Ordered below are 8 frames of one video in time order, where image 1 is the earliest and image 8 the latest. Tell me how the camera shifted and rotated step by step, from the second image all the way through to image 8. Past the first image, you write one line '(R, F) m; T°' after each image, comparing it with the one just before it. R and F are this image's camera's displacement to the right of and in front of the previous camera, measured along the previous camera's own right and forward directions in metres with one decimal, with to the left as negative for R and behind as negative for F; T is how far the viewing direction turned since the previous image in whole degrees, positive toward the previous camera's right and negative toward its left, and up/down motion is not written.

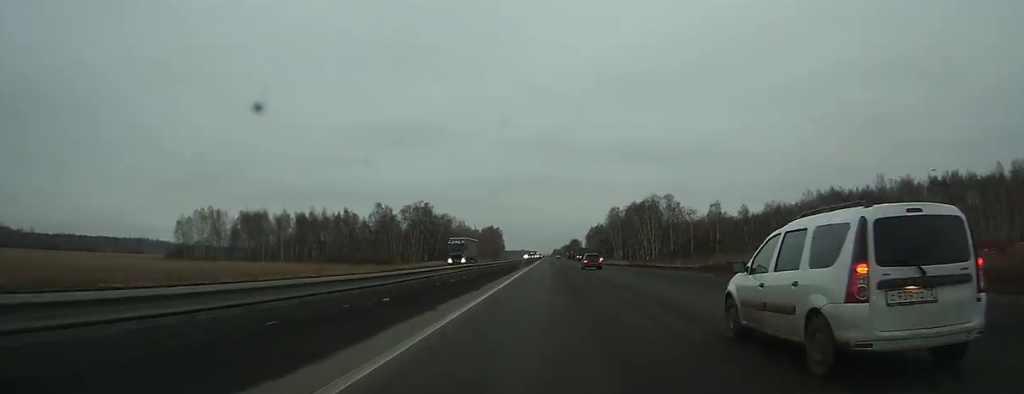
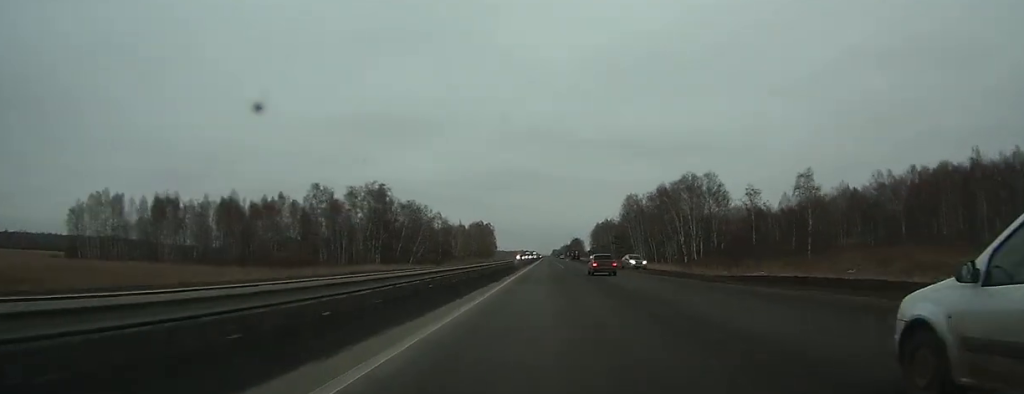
(+0.1, +49.2) m; 0°
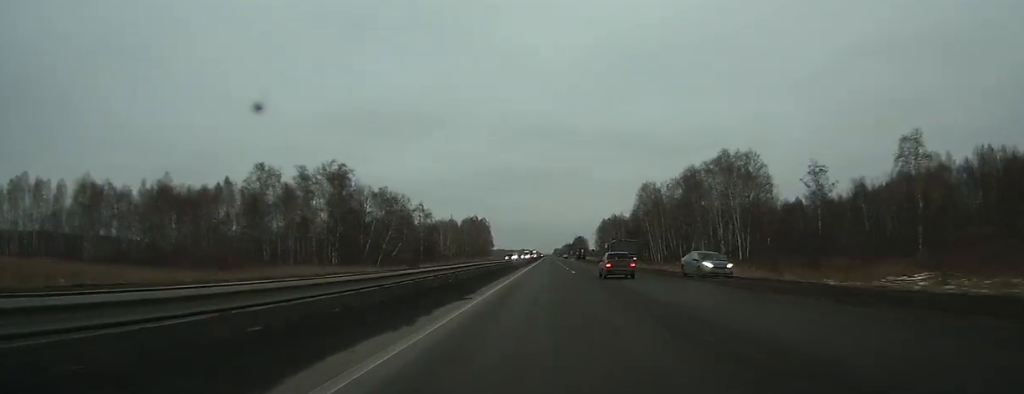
(+0.1, +27.4) m; 0°
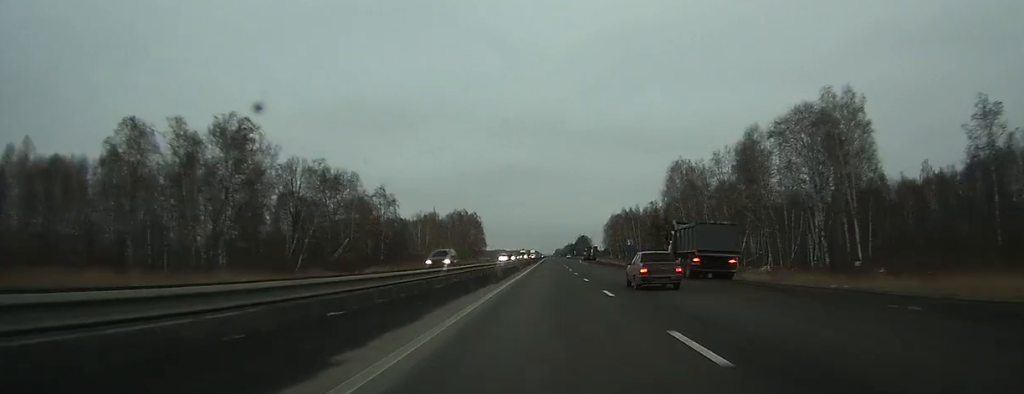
(0.0, +36.8) m; 0°
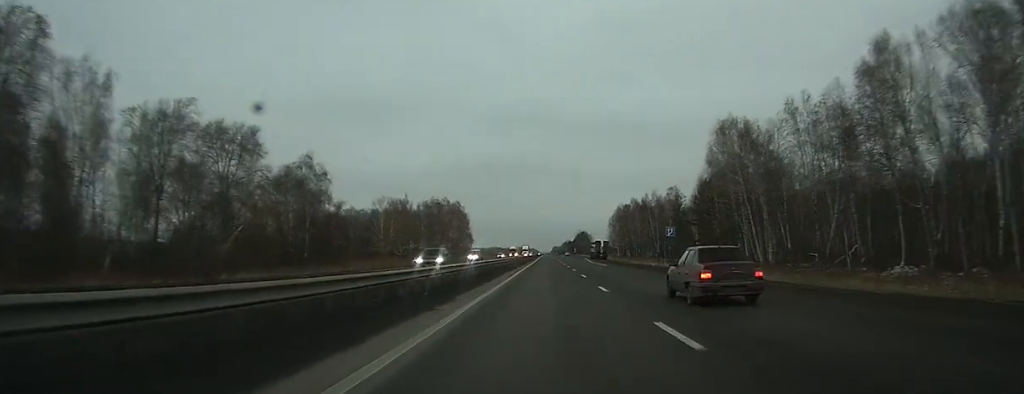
(0.0, +35.1) m; 0°
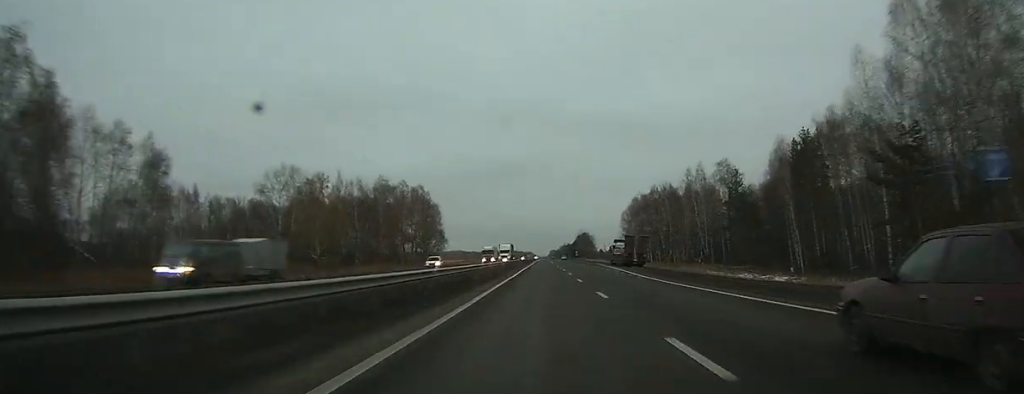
(0.0, +50.2) m; 0°
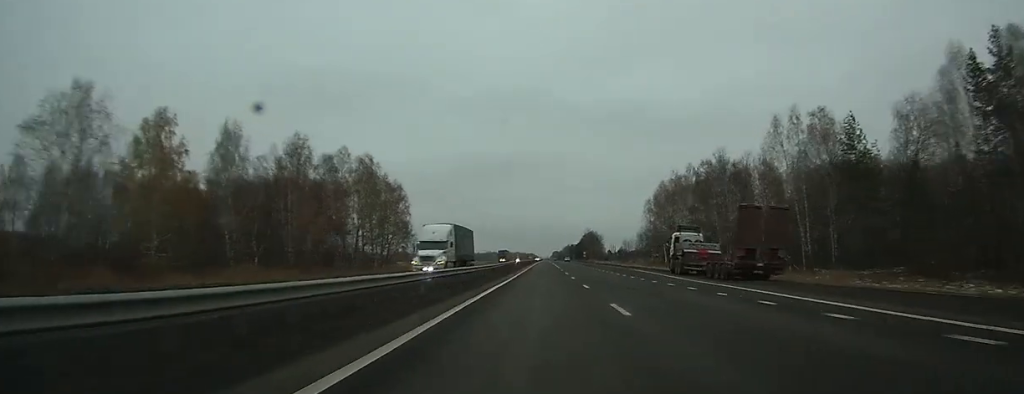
(0.0, +41.3) m; 0°
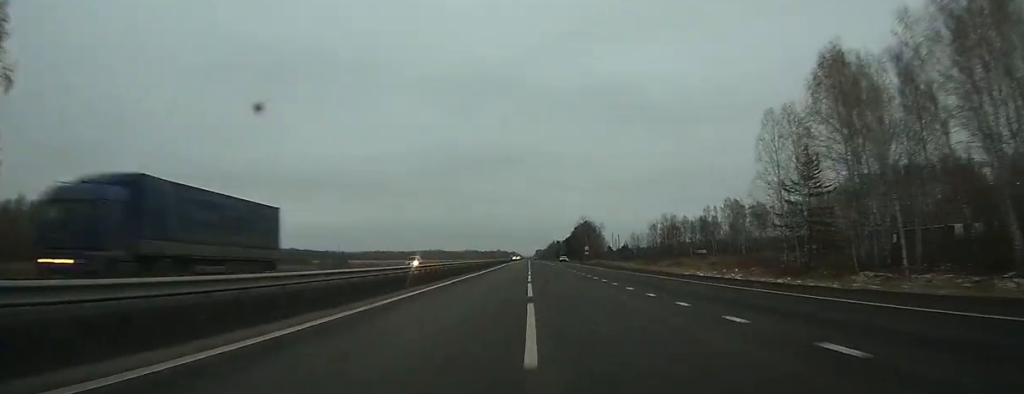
(+0.8, +95.6) m; +1°
